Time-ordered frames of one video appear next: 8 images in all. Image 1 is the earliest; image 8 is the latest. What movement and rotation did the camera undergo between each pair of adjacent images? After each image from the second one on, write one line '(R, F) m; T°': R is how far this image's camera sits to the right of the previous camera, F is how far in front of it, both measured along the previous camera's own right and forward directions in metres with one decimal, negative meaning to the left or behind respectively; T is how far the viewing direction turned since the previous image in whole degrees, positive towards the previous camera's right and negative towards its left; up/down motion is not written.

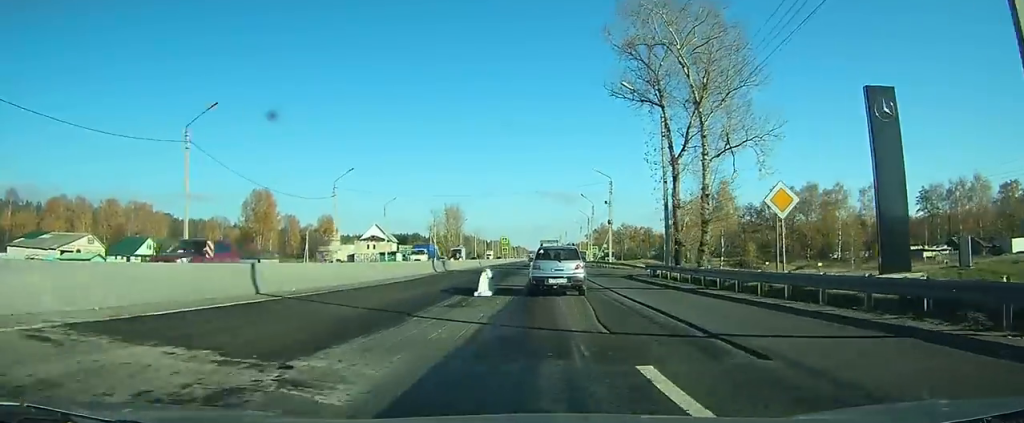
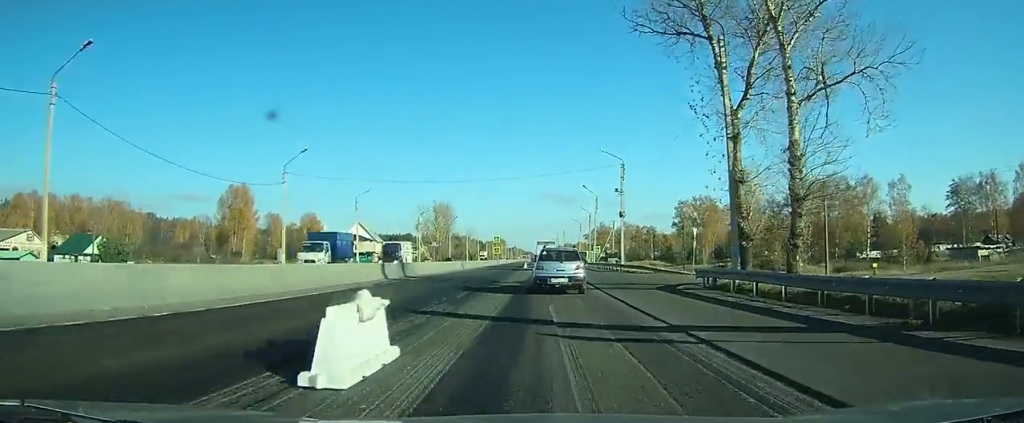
(0.0, +13.0) m; 0°
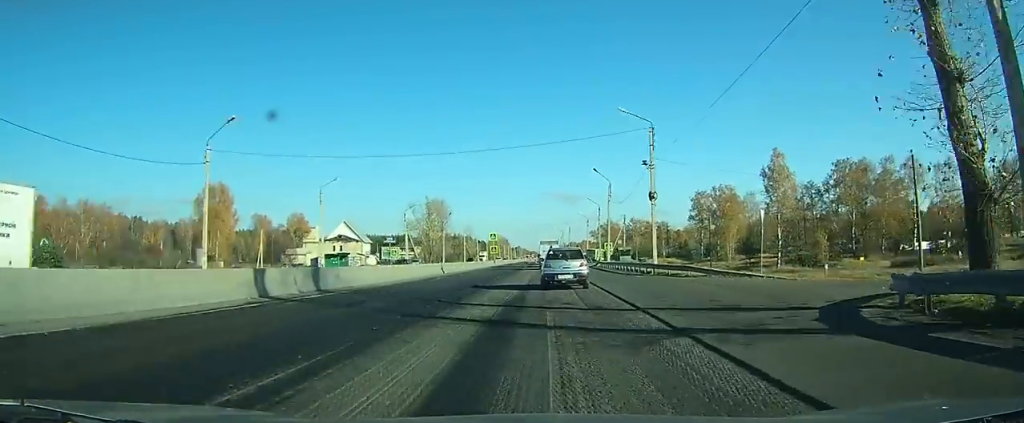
(0.0, +15.3) m; 0°
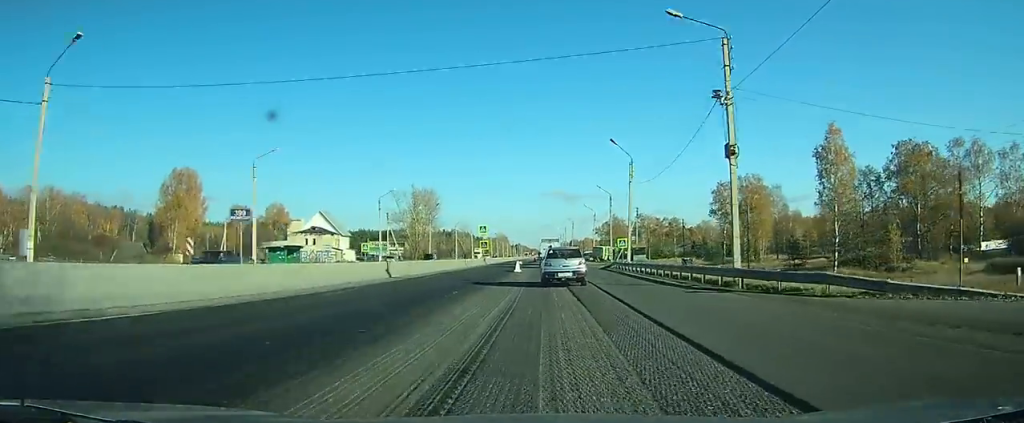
(0.0, +16.8) m; 0°
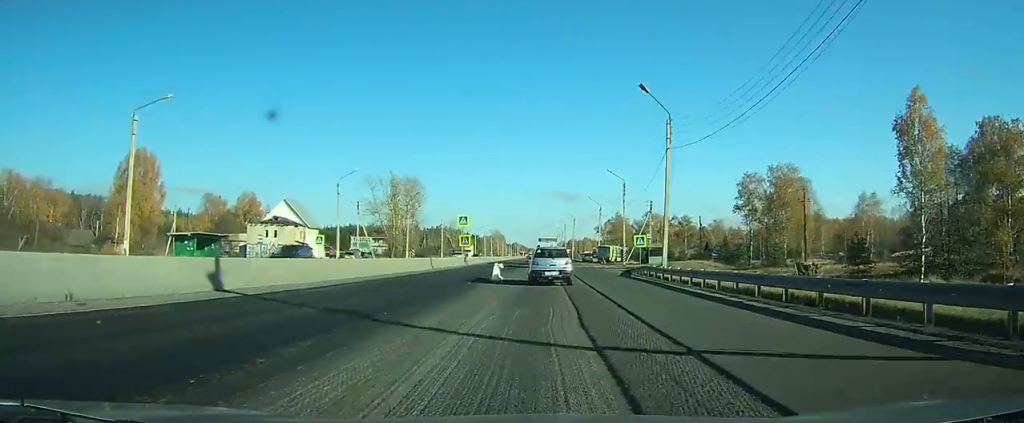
(+0.1, +16.6) m; 0°
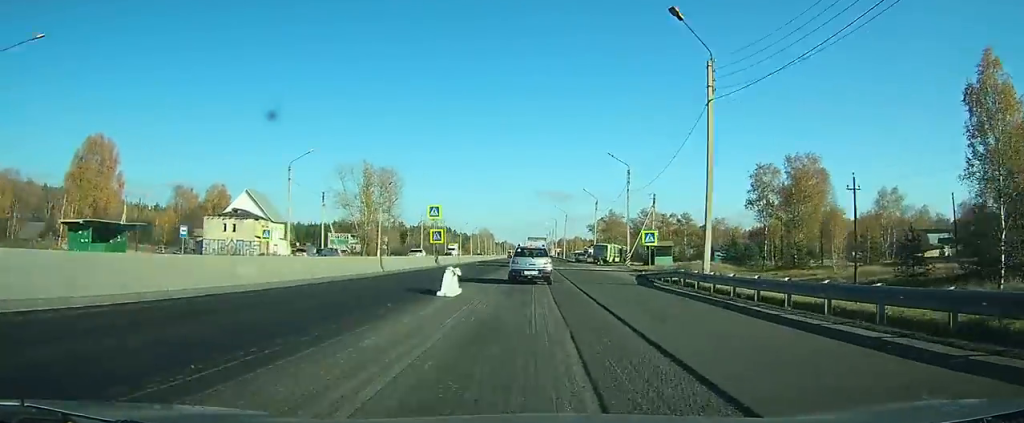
(0.0, +10.8) m; 0°
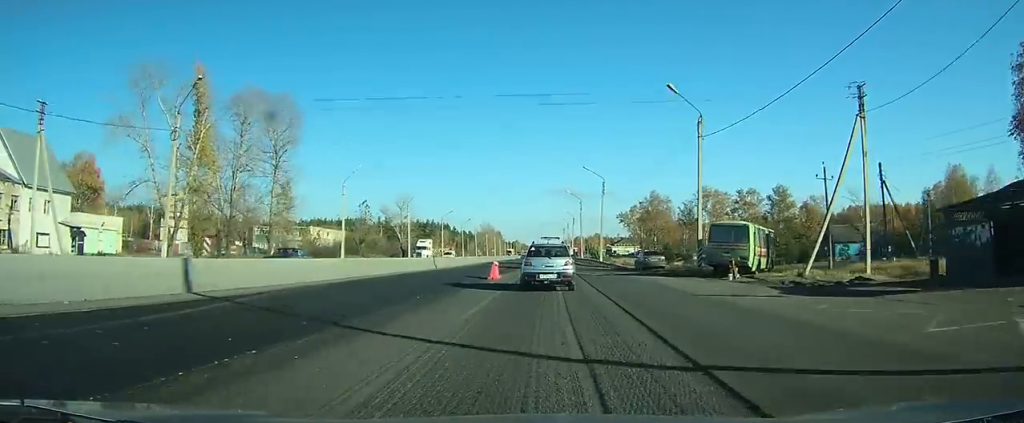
(-0.4, +50.3) m; -2°
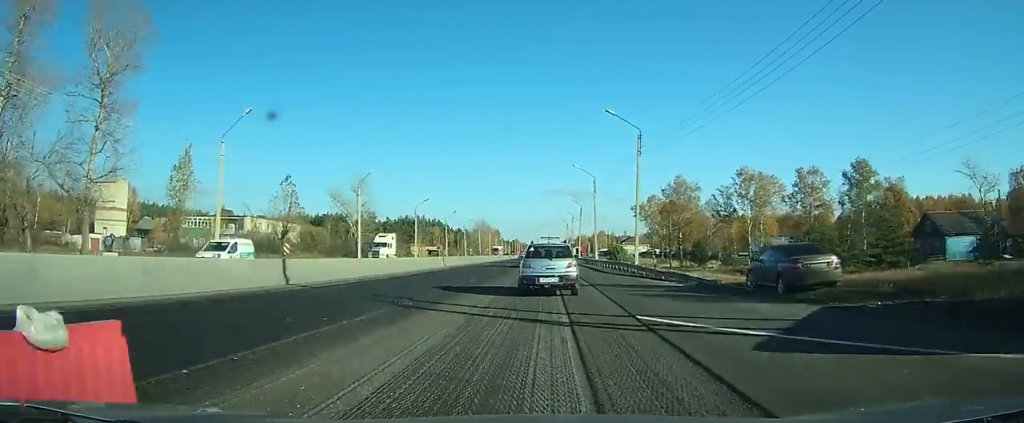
(-0.3, +25.3) m; -1°
